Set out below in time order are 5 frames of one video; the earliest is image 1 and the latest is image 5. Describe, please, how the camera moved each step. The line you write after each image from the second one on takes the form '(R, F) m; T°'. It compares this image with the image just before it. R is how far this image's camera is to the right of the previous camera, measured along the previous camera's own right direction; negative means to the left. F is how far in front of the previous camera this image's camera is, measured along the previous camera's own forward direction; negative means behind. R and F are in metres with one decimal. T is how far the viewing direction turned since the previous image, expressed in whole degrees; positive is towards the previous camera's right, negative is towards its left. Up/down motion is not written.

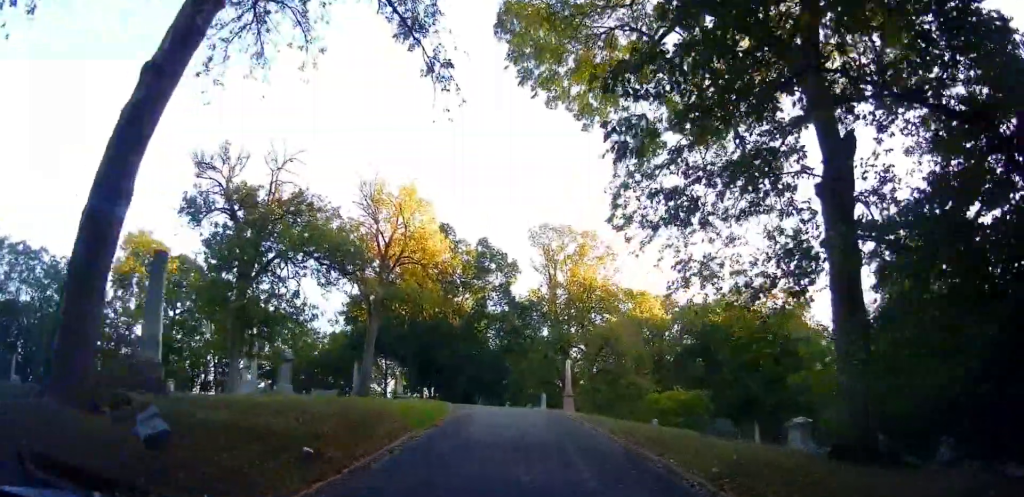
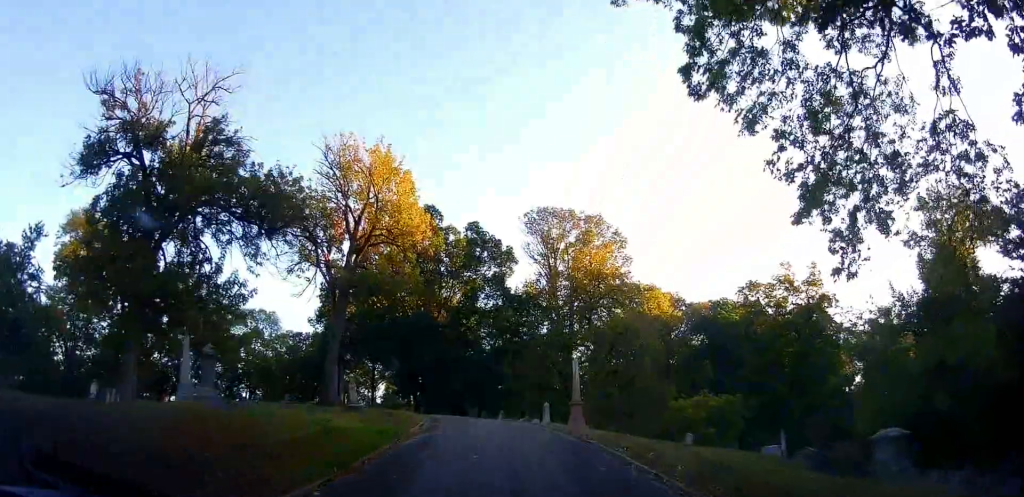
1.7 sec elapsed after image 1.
(+0.4, +6.9) m; +8°
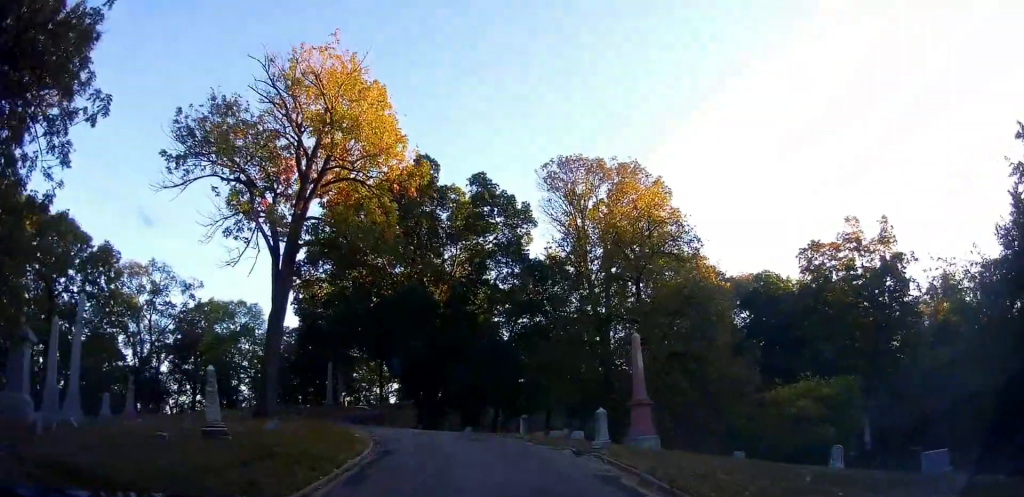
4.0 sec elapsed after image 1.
(0.0, +10.6) m; -6°
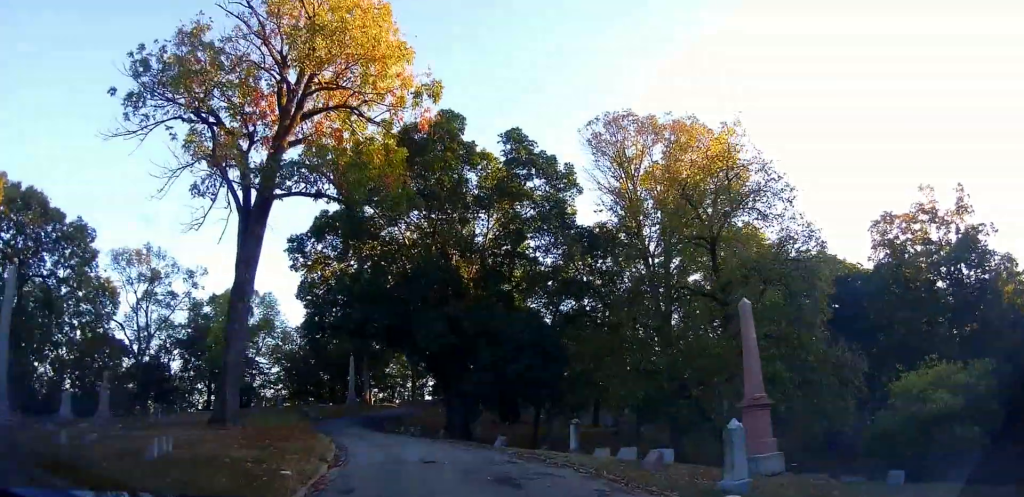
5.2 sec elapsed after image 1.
(-0.8, +6.6) m; -8°
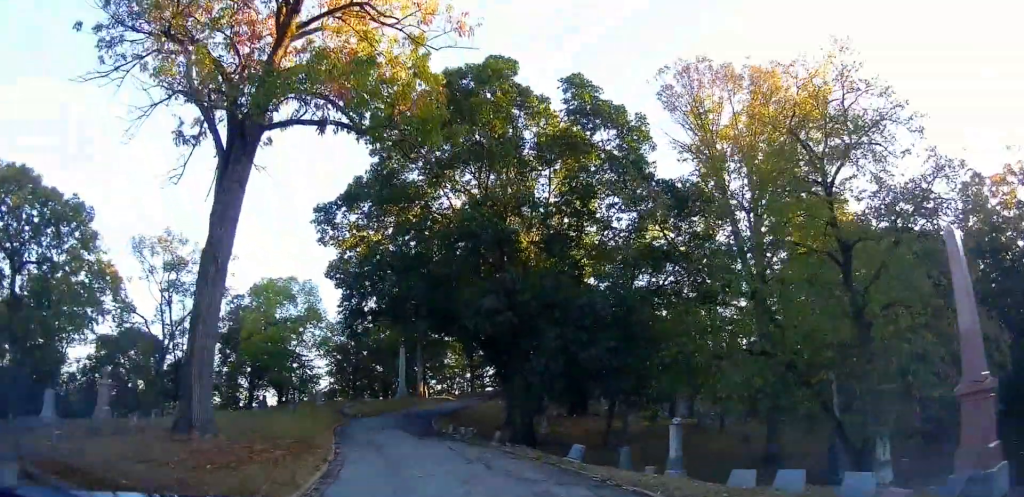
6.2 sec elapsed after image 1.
(+0.3, +5.5) m; -6°
